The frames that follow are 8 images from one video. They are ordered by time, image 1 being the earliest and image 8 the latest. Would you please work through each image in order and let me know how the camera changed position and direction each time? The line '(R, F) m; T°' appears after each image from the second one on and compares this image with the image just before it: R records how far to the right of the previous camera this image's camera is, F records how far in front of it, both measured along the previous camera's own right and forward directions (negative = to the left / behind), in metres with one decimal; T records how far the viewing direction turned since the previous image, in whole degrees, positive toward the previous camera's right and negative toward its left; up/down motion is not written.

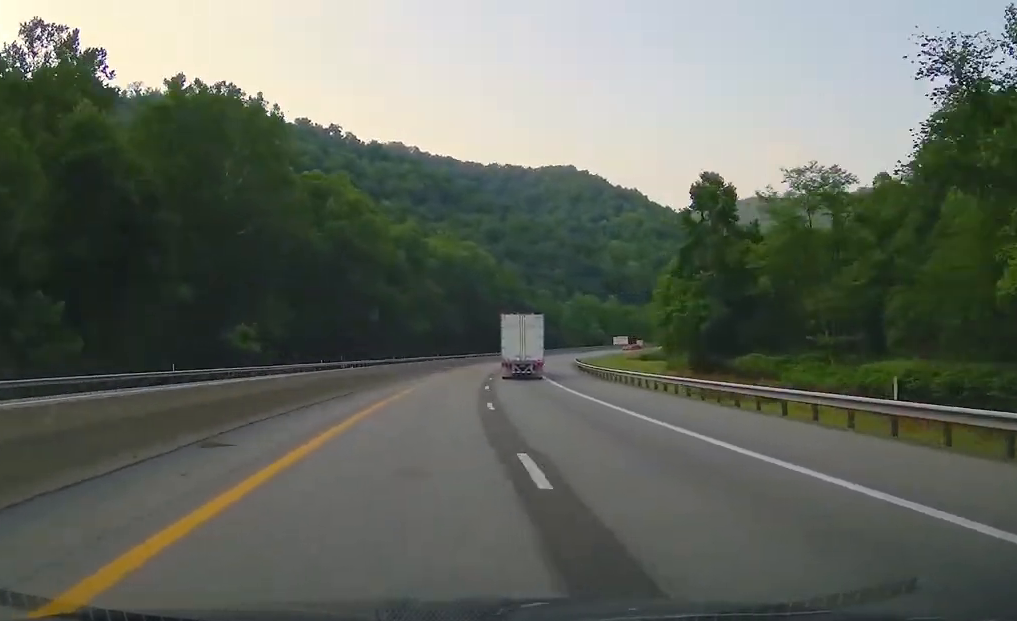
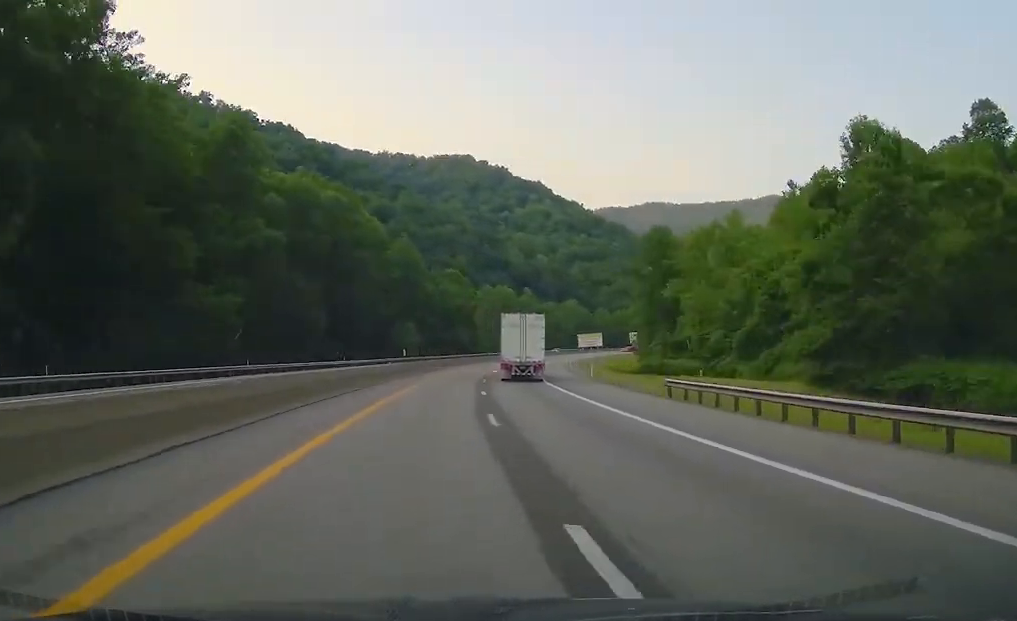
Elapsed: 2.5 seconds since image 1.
(+6.1, +78.5) m; +9°
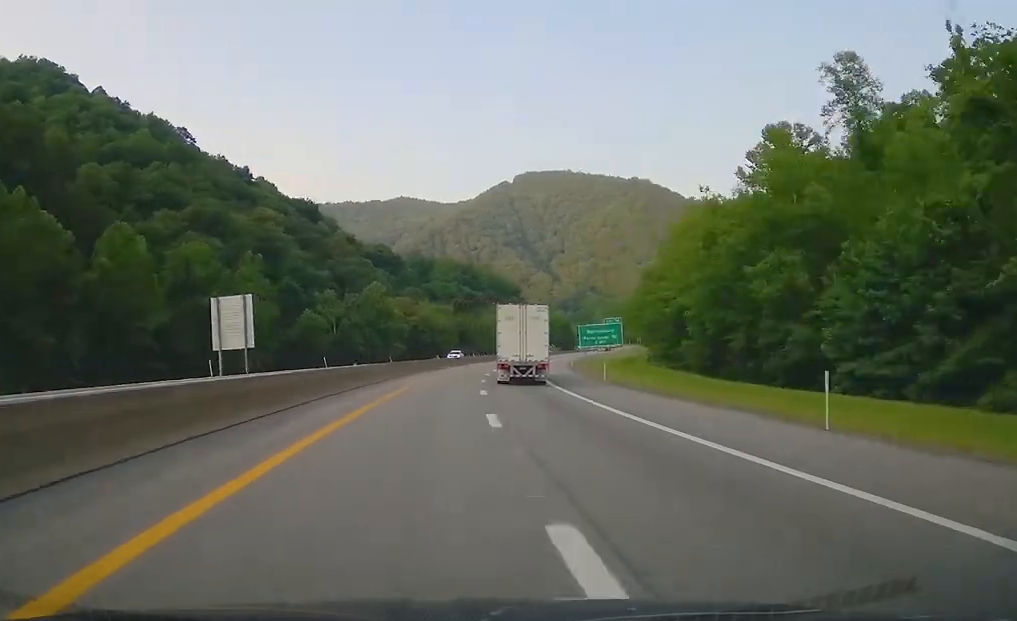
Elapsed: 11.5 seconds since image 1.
(+72.6, +269.4) m; +30°
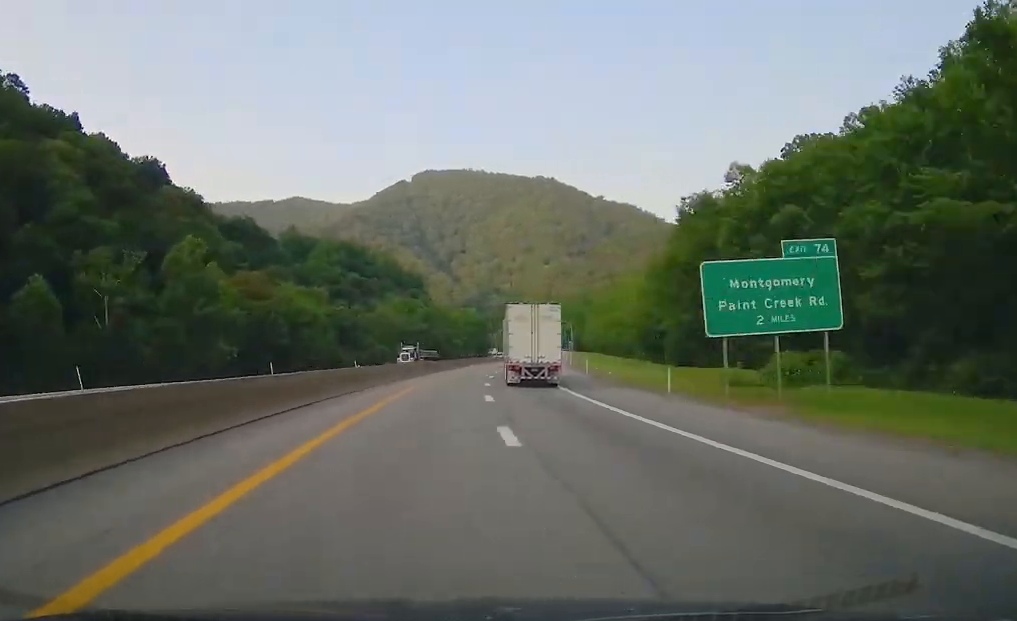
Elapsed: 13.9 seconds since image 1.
(+8.3, +76.4) m; +7°
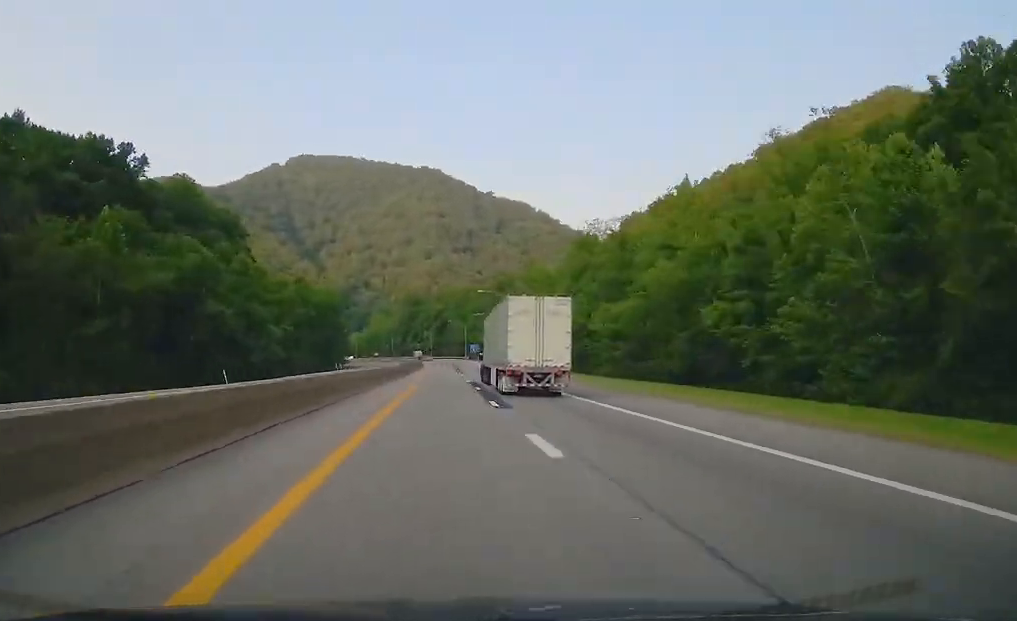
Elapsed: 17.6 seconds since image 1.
(+10.1, +118.6) m; +5°
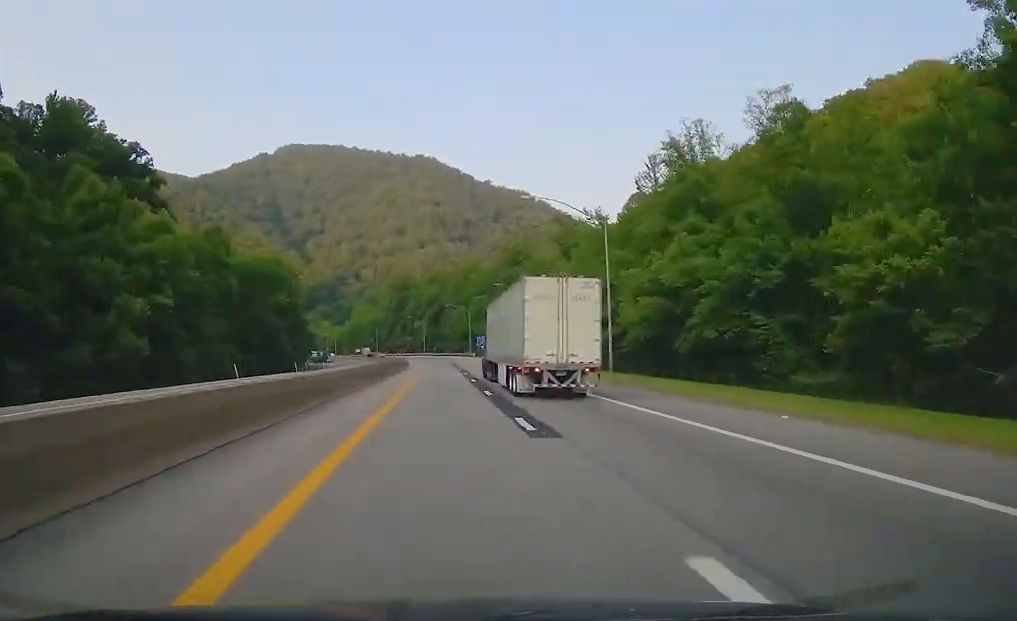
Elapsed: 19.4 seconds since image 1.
(+2.1, +55.0) m; 0°
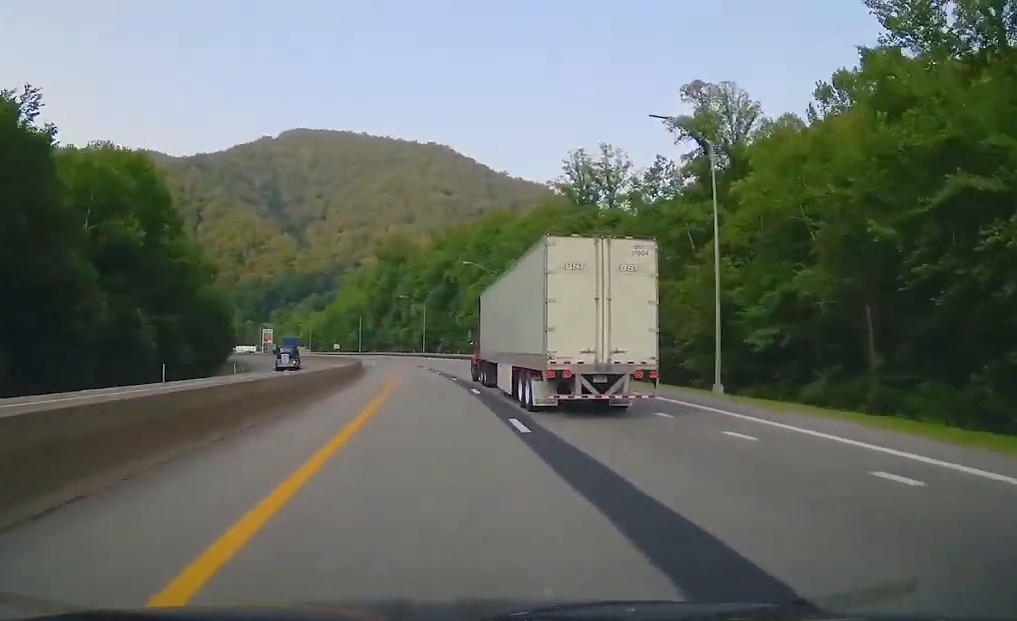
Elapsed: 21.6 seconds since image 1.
(-1.5, +69.0) m; -8°
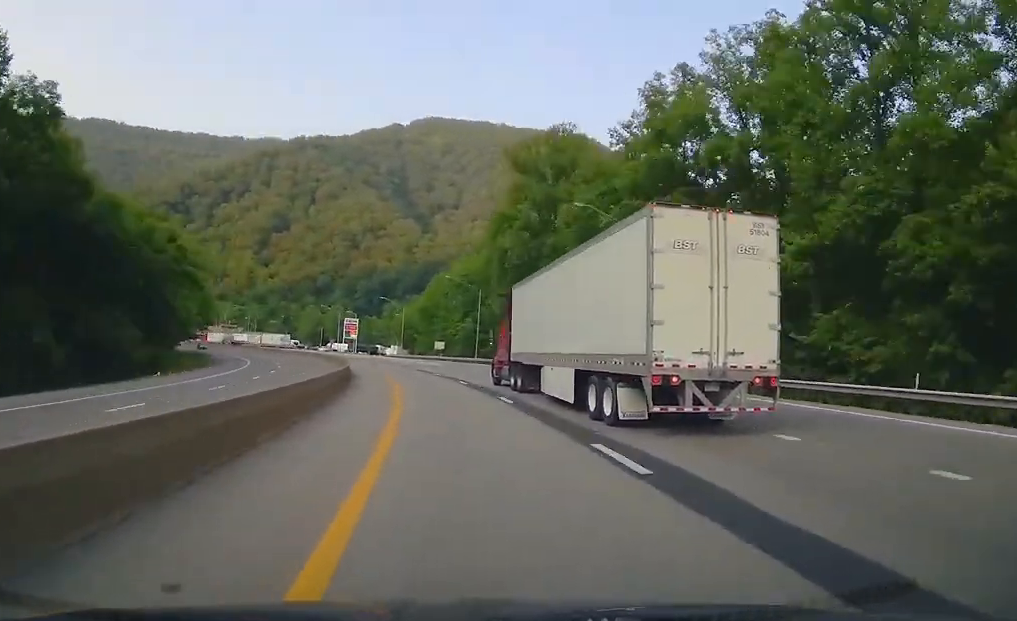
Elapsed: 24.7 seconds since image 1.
(-8.7, +88.2) m; -11°
